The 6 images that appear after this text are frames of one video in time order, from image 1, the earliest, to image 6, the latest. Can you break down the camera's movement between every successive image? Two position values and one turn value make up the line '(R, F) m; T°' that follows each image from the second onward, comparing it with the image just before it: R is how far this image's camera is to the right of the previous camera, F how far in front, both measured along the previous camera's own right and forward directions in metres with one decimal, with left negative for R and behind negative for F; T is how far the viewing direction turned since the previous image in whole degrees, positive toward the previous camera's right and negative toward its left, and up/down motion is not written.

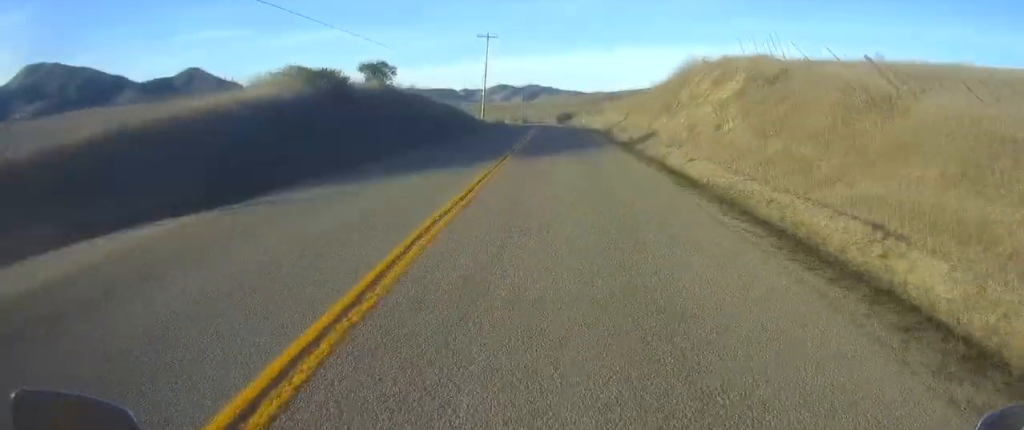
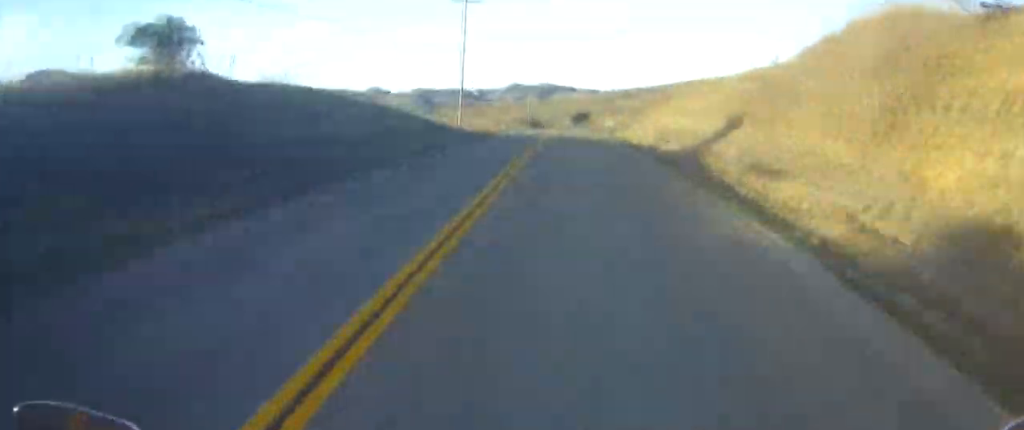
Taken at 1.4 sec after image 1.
(+0.2, +27.7) m; +2°
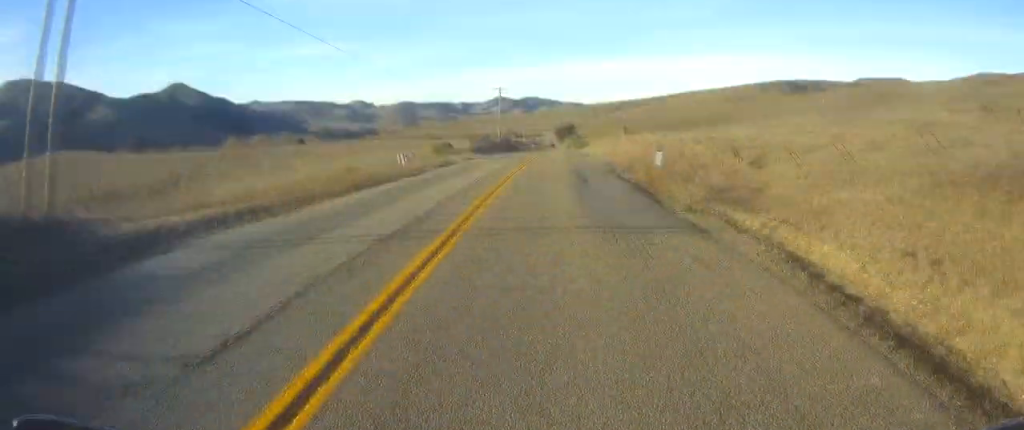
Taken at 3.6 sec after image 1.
(+1.7, +44.0) m; +1°
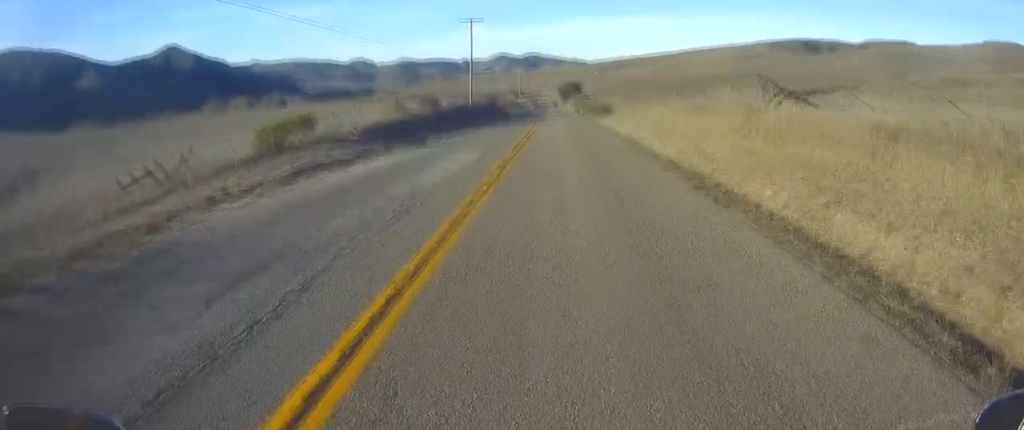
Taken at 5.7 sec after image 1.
(-1.1, +41.3) m; -3°
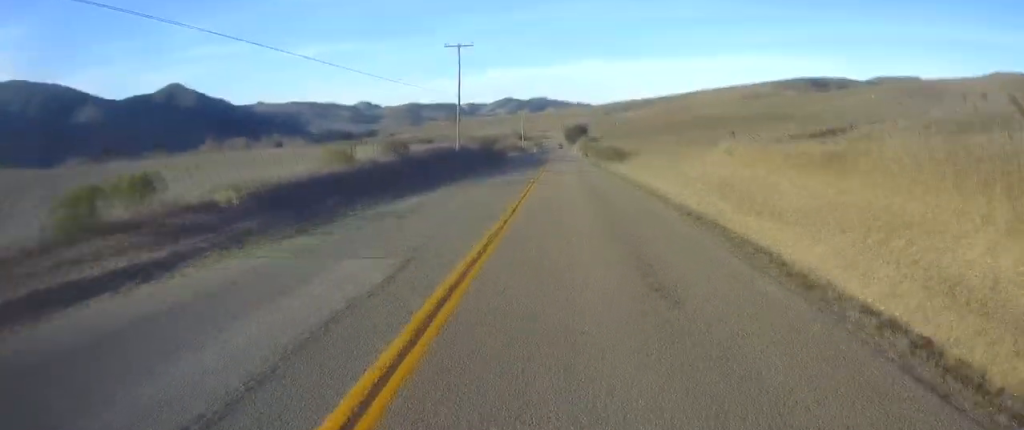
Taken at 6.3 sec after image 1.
(0.0, +12.9) m; -1°
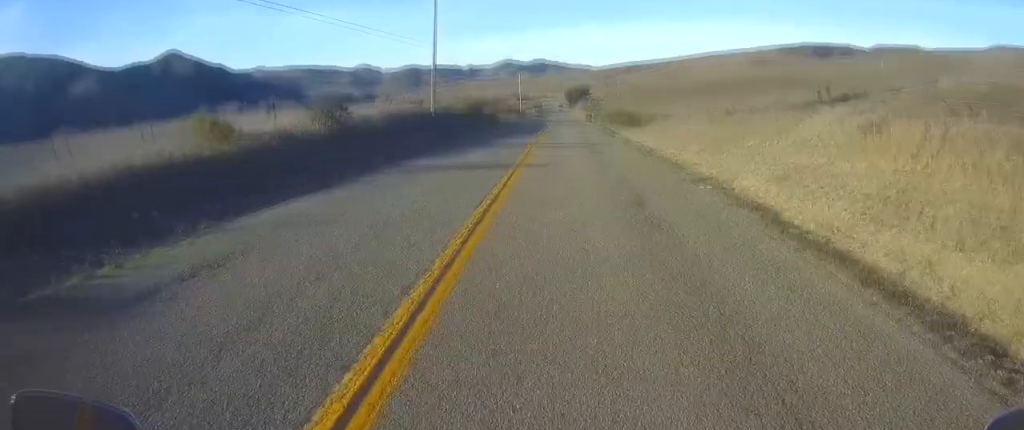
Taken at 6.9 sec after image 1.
(-0.4, +11.3) m; 0°
